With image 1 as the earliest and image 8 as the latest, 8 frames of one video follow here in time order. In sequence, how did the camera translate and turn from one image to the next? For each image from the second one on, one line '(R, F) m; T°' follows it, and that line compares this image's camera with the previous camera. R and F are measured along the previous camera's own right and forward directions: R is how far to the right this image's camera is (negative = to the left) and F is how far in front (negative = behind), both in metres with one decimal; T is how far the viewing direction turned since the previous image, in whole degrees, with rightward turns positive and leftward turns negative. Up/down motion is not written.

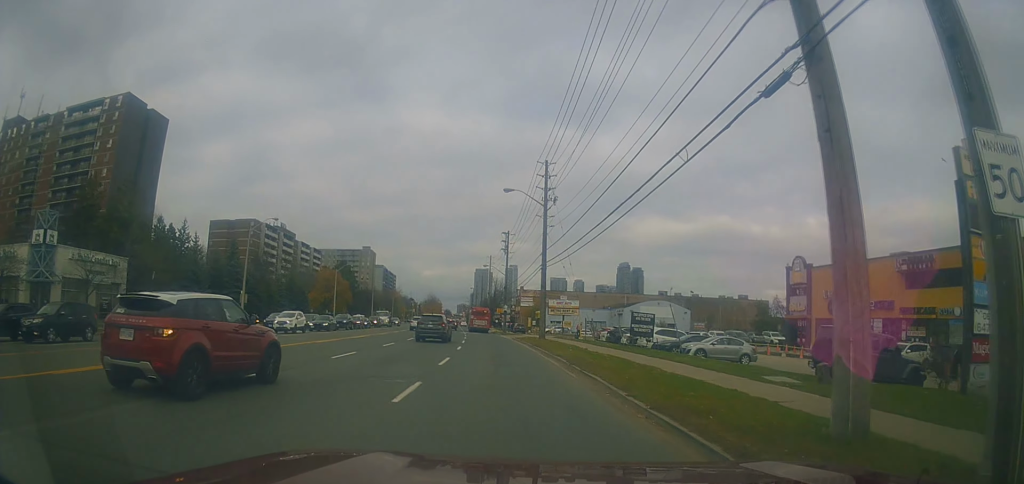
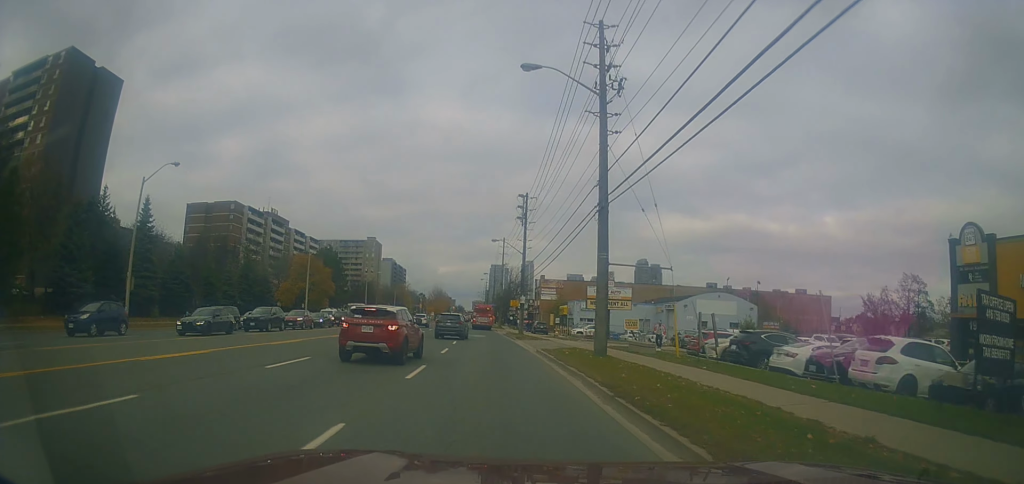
(0.0, +22.7) m; +4°
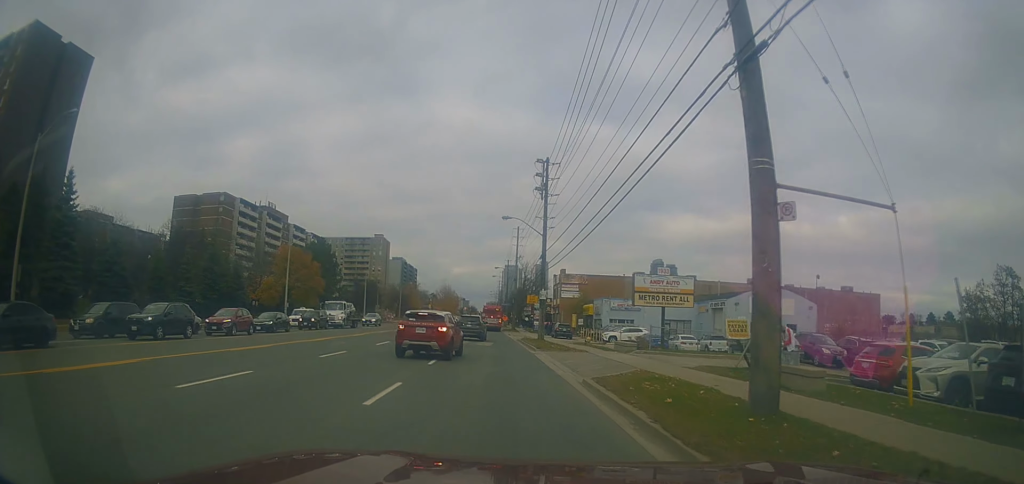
(+0.3, +13.4) m; -1°
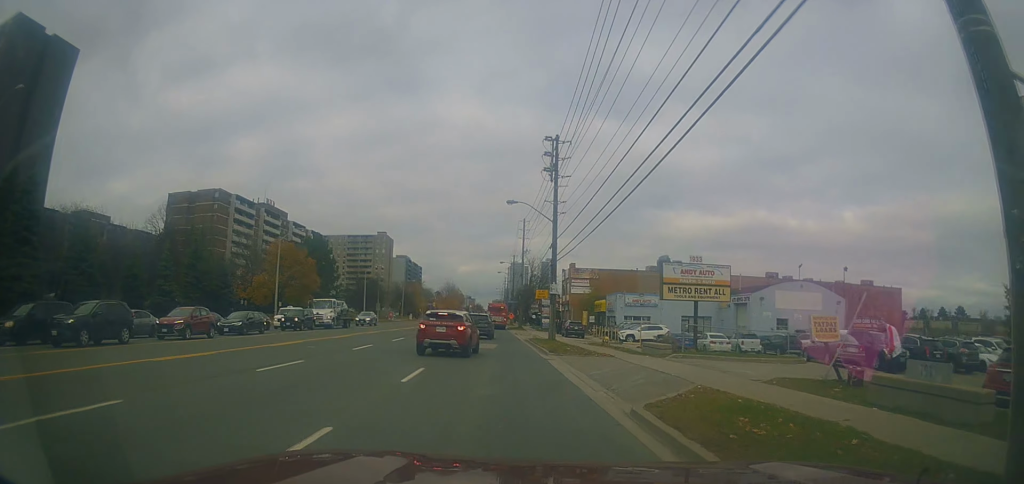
(-0.2, +5.1) m; -2°
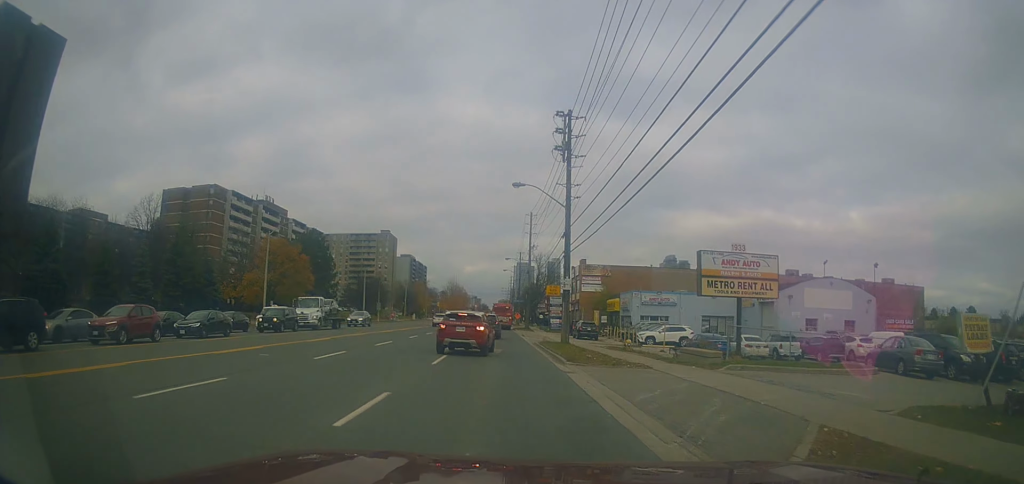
(-0.1, +5.1) m; -2°
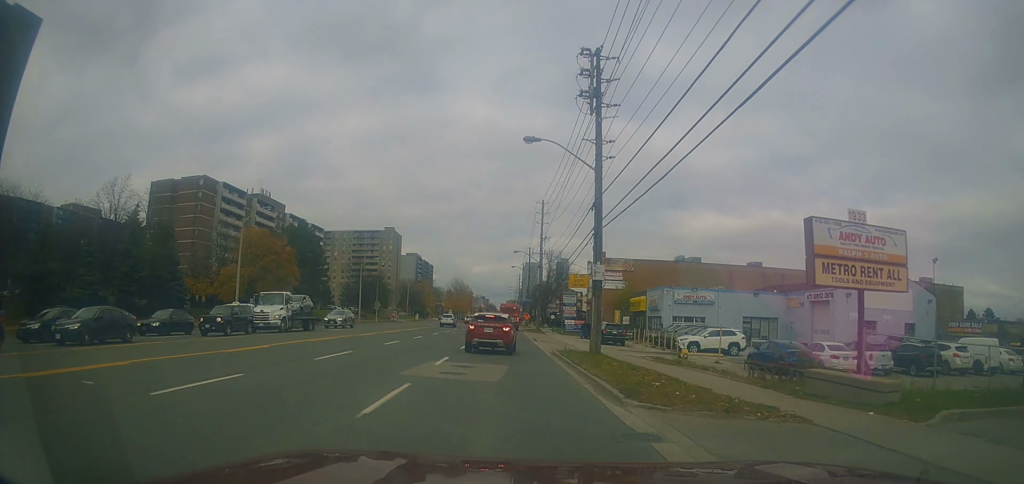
(-0.2, +9.2) m; -2°
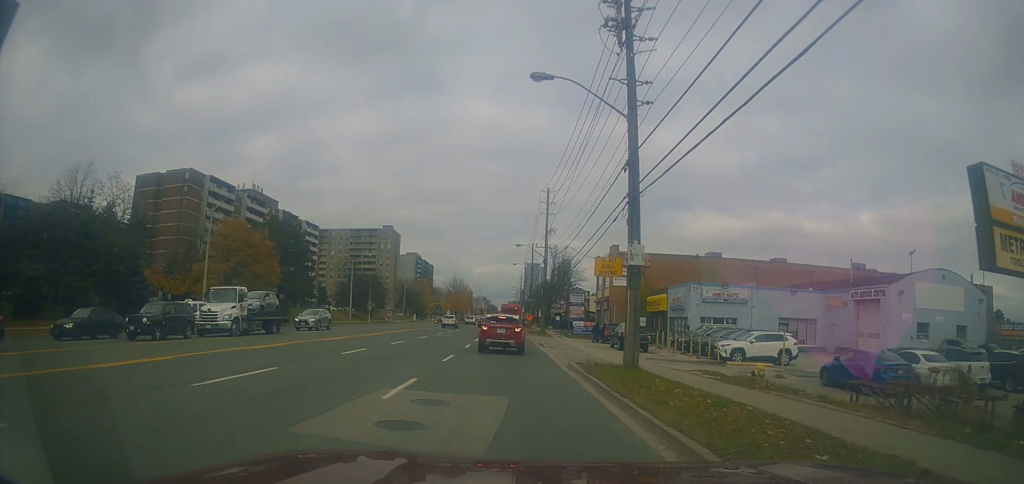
(-0.1, +7.1) m; 0°
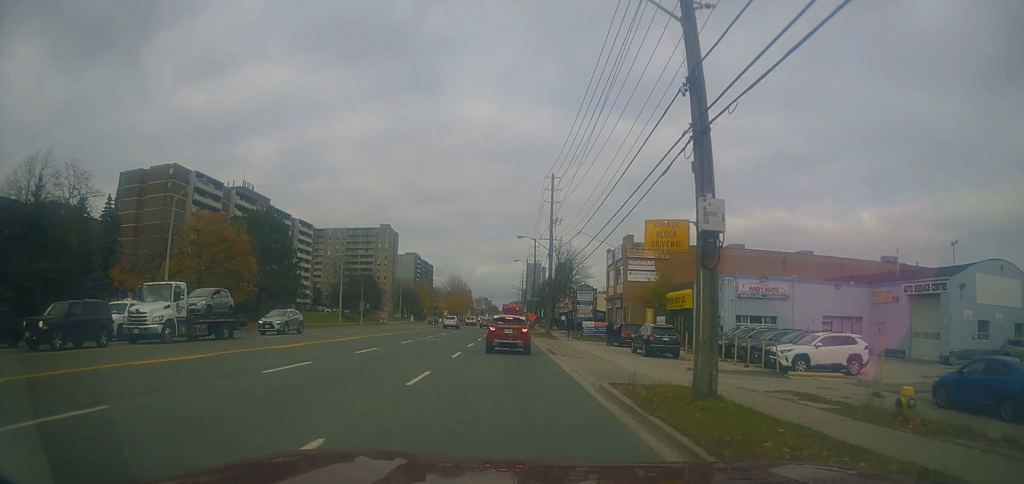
(0.0, +6.6) m; 0°
